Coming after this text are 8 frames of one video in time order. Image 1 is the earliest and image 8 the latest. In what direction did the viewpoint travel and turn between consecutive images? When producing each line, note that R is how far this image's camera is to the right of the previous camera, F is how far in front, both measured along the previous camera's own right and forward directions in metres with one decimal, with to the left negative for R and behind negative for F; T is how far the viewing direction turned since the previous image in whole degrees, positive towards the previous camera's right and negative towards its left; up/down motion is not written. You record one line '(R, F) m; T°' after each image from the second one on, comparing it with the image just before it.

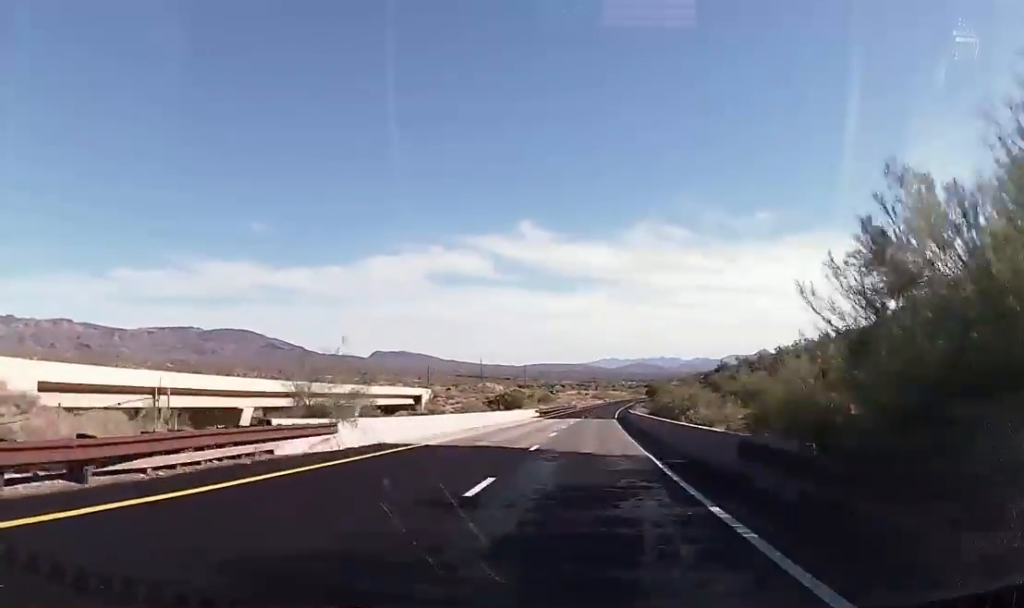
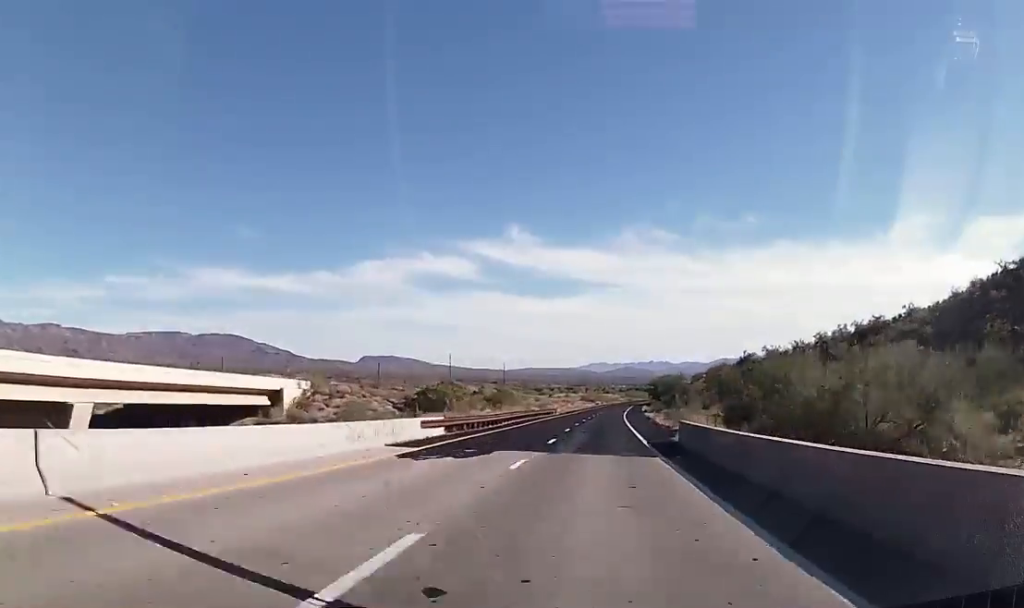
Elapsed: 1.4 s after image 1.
(+0.4, +54.4) m; 0°
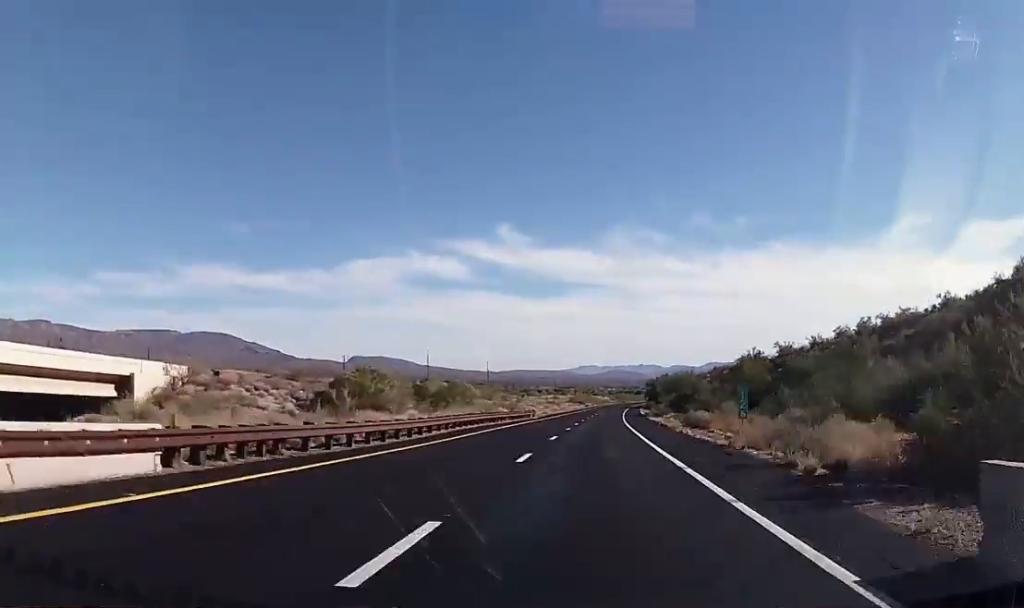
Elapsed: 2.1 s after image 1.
(-0.2, +24.2) m; 0°
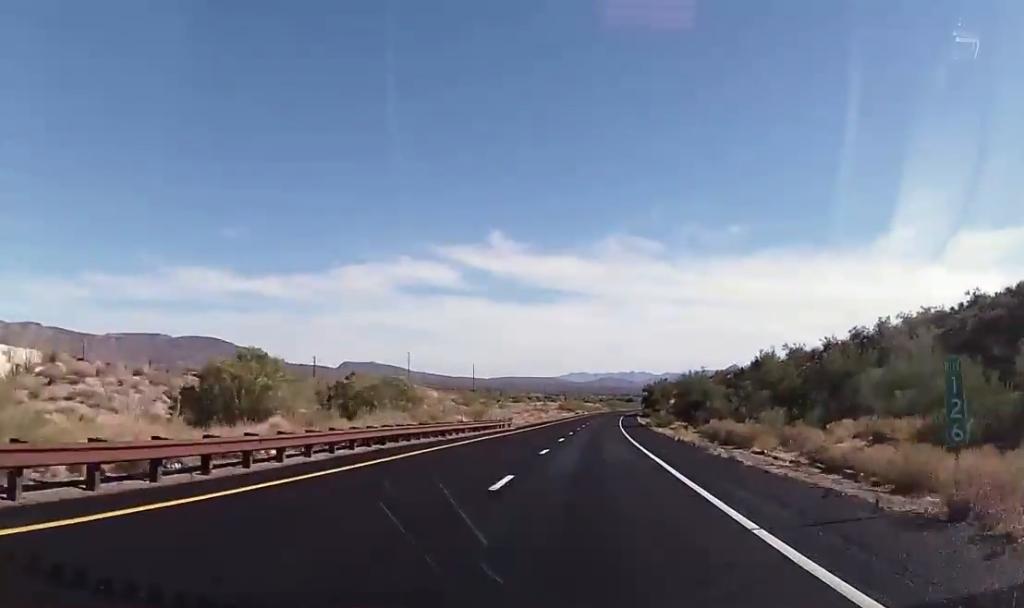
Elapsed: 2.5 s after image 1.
(-0.2, +16.5) m; 0°
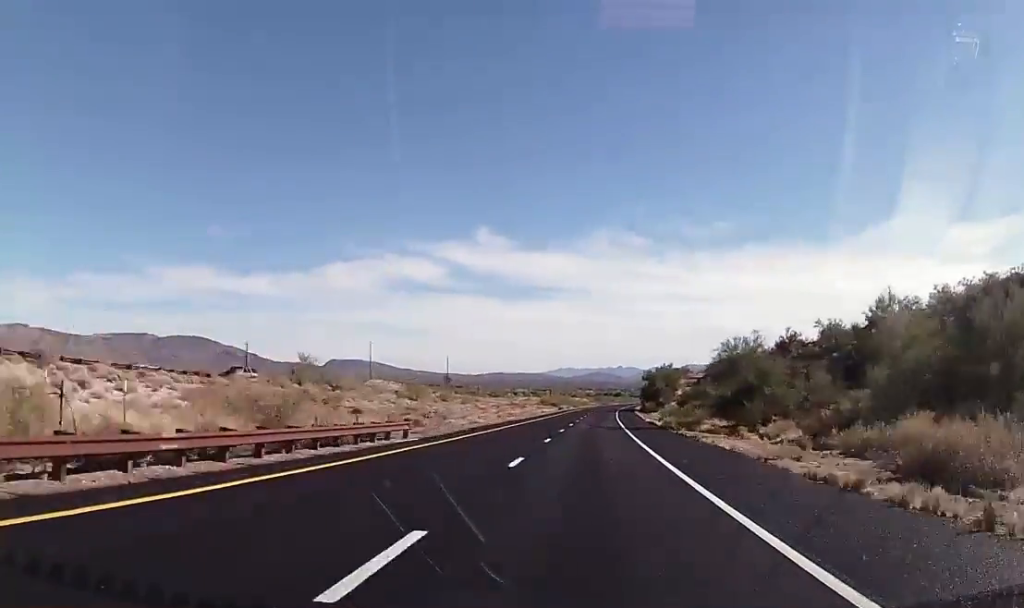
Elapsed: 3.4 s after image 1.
(+0.6, +32.8) m; +1°
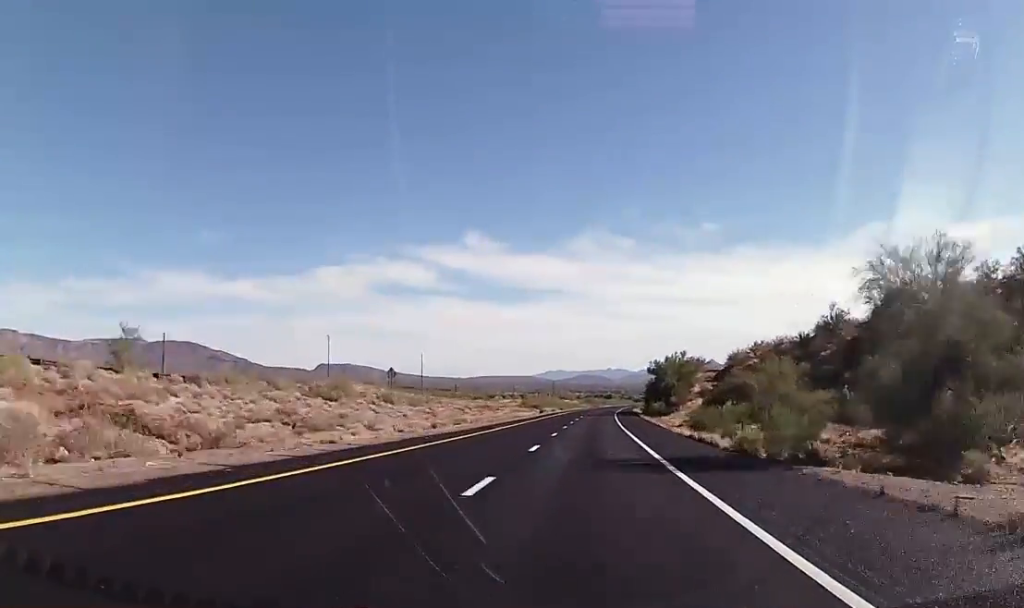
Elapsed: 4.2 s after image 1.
(+0.3, +30.3) m; +1°
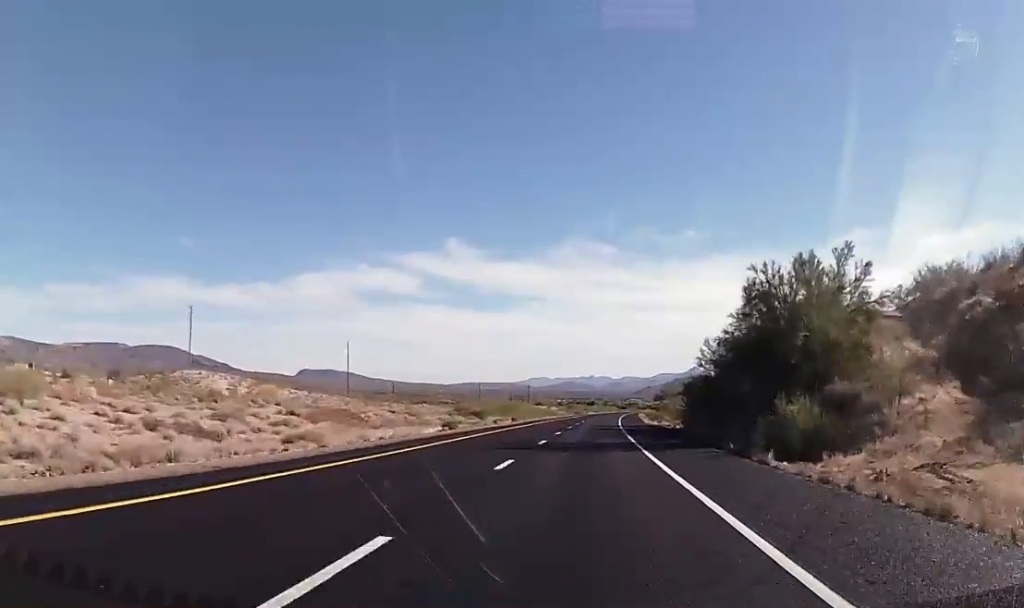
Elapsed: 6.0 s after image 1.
(+1.0, +69.2) m; +2°
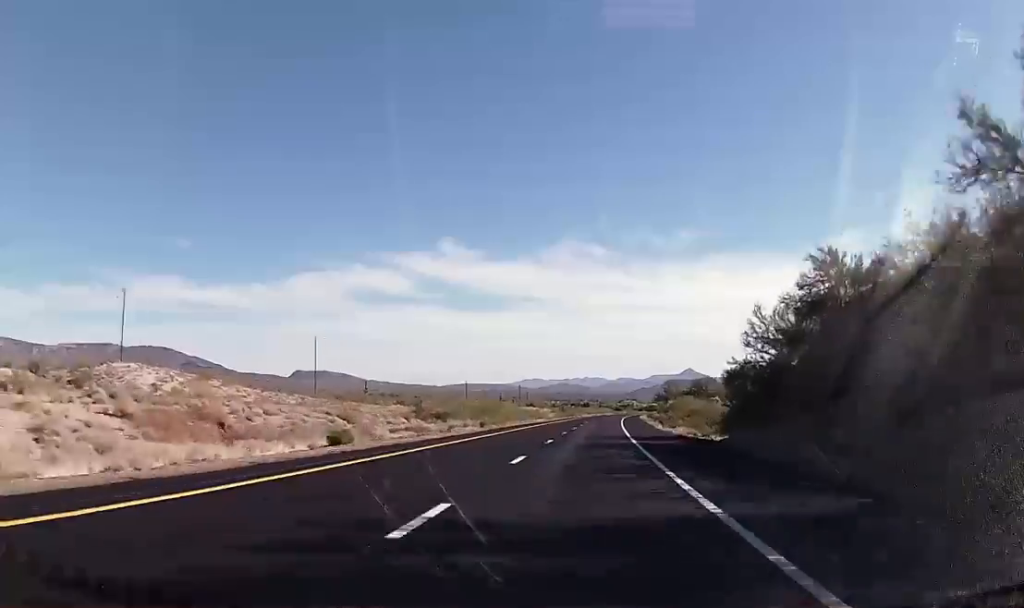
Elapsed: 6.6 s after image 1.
(+0.2, +21.4) m; +1°
